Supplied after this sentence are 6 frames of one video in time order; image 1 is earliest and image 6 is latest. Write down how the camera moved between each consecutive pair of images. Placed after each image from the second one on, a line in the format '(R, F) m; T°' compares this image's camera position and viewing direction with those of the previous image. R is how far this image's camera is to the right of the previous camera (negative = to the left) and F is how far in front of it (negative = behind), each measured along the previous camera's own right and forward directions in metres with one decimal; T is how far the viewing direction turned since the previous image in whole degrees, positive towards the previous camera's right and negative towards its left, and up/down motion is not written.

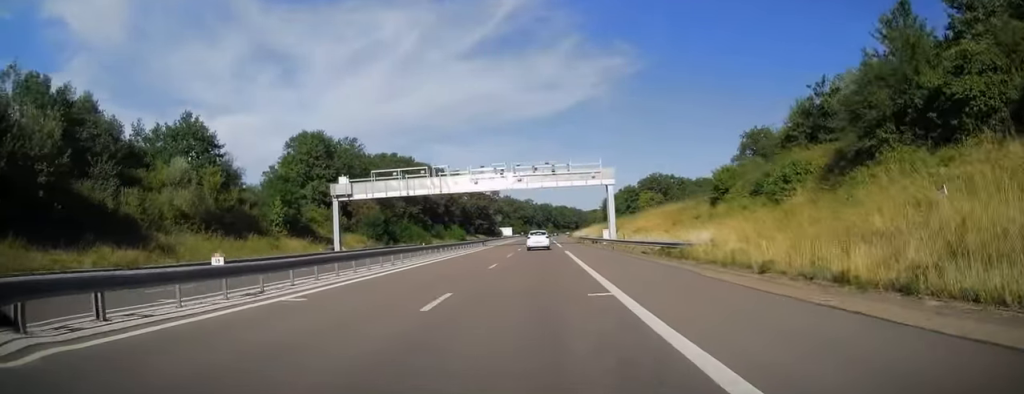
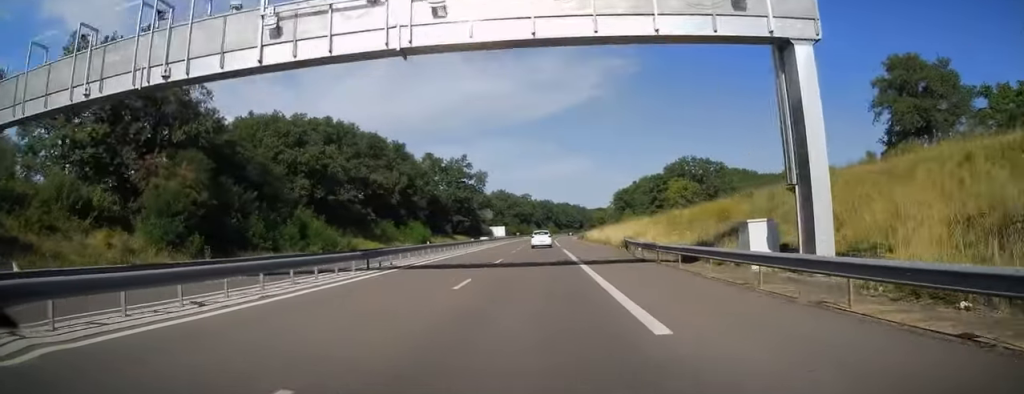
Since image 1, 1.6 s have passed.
(+0.2, +47.6) m; +1°
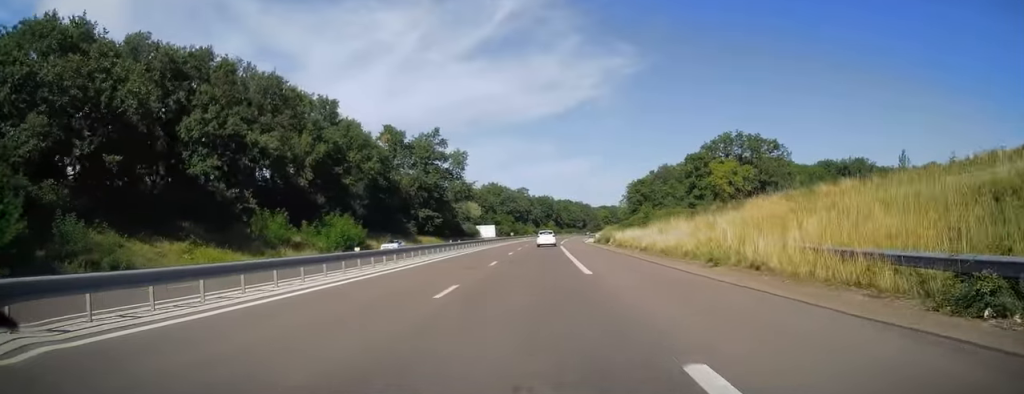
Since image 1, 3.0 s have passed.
(0.0, +40.6) m; -1°
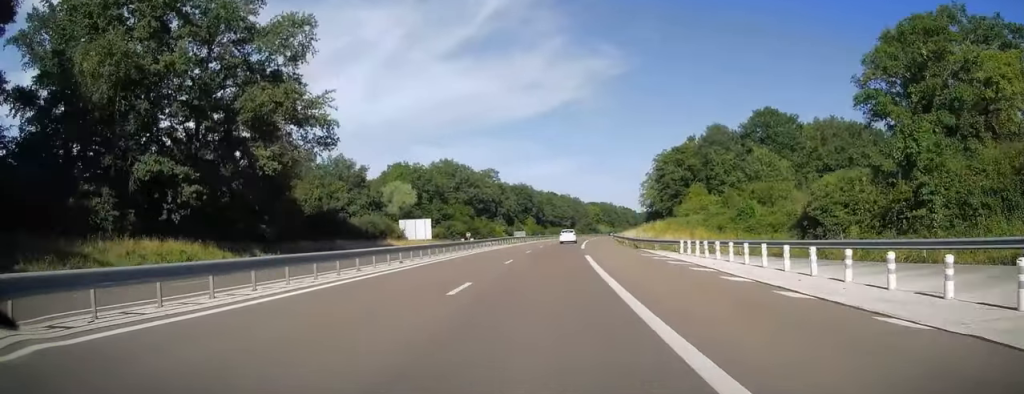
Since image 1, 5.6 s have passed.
(+1.0, +77.7) m; +2°
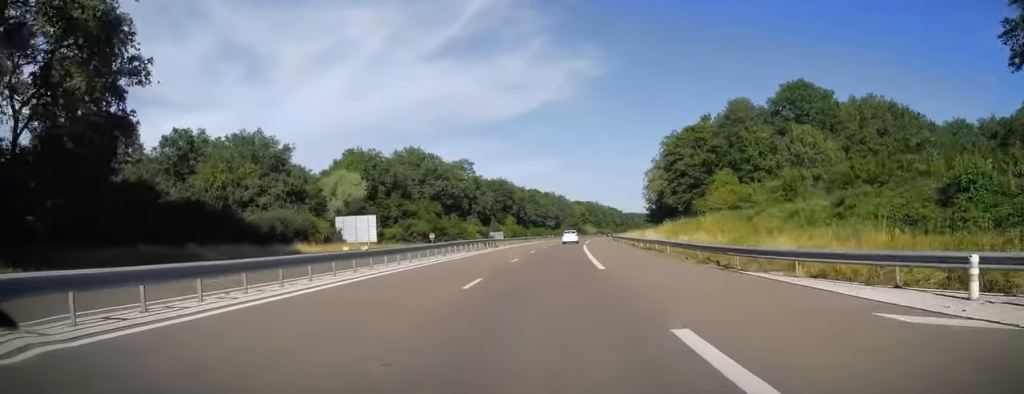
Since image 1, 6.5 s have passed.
(+0.1, +24.6) m; +2°
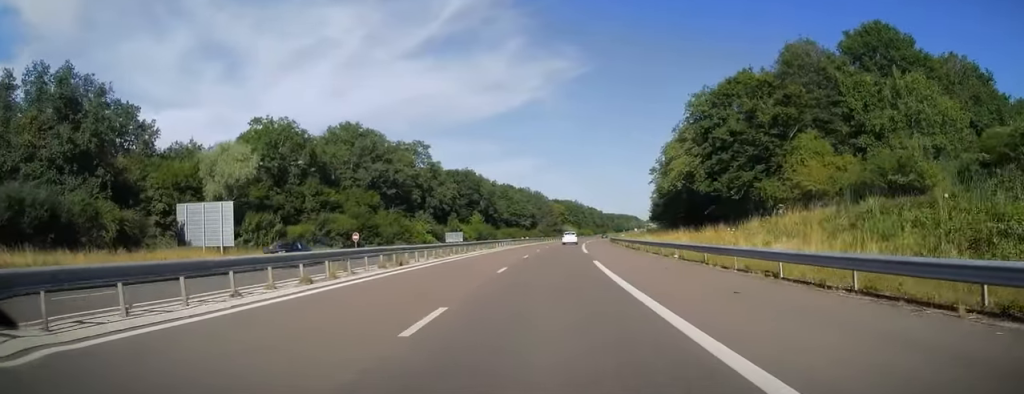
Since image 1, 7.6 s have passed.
(+1.2, +32.4) m; +3°
